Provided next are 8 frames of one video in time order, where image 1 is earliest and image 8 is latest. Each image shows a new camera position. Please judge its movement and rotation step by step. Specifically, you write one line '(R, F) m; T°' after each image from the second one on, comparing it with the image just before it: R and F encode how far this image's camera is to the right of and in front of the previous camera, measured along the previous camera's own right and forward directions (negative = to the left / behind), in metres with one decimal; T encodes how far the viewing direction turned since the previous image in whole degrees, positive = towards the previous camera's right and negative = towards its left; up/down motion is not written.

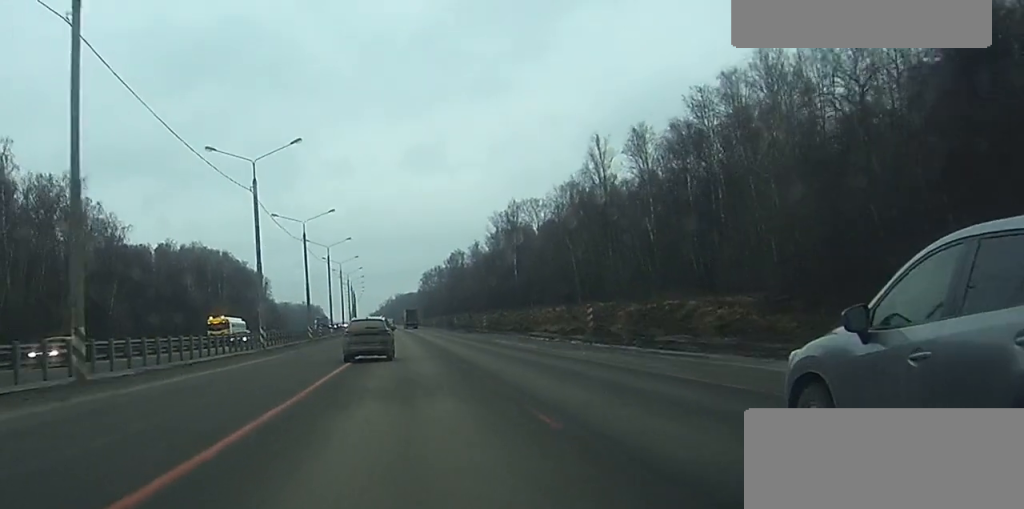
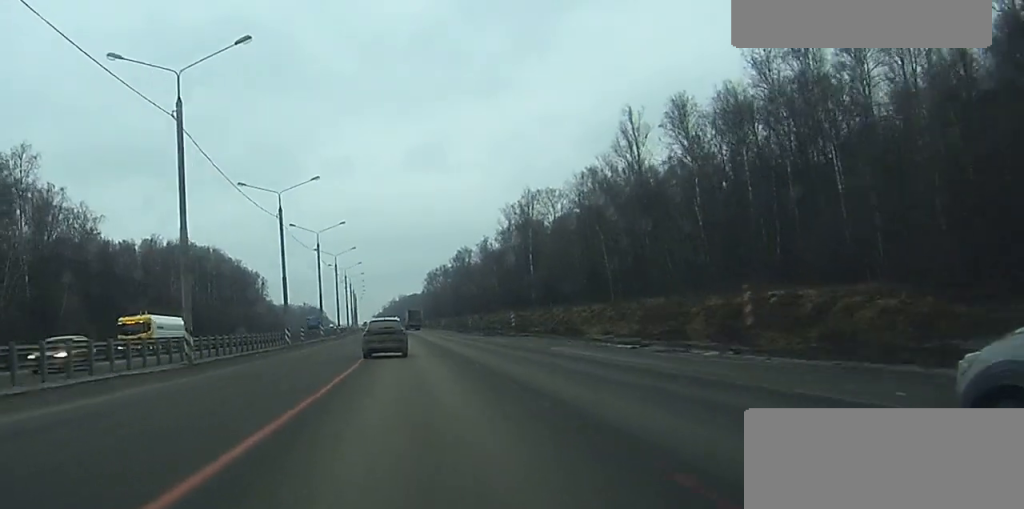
(0.0, +20.6) m; 0°
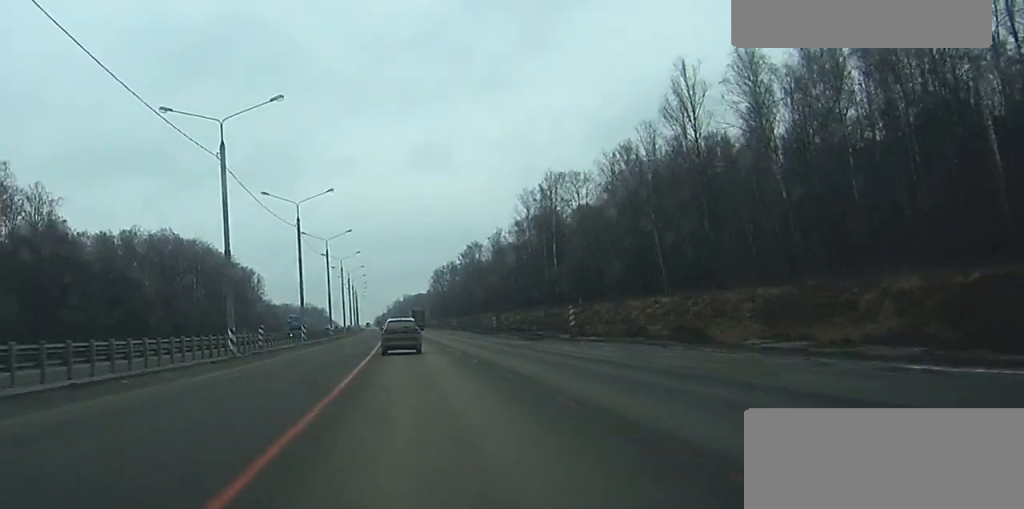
(+0.2, +24.5) m; 0°
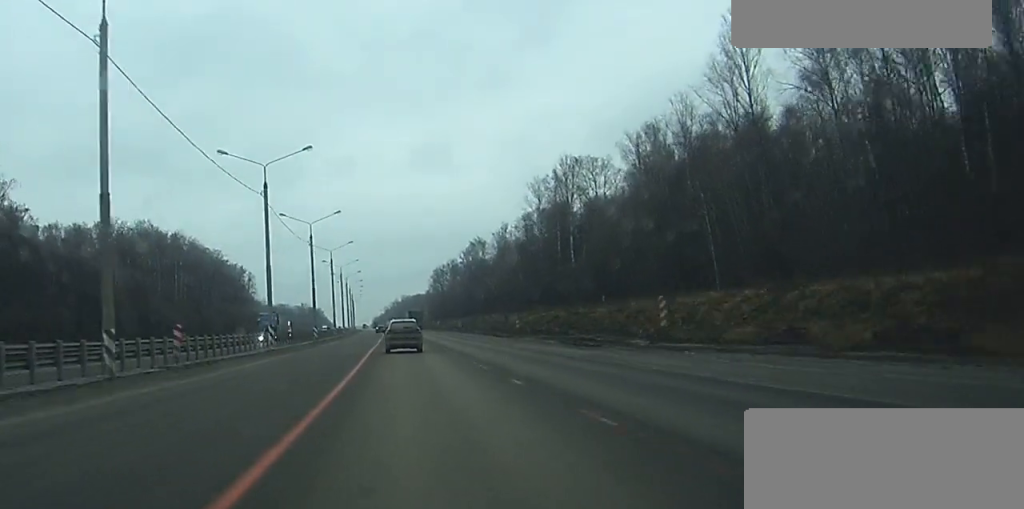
(+0.1, +18.6) m; 0°
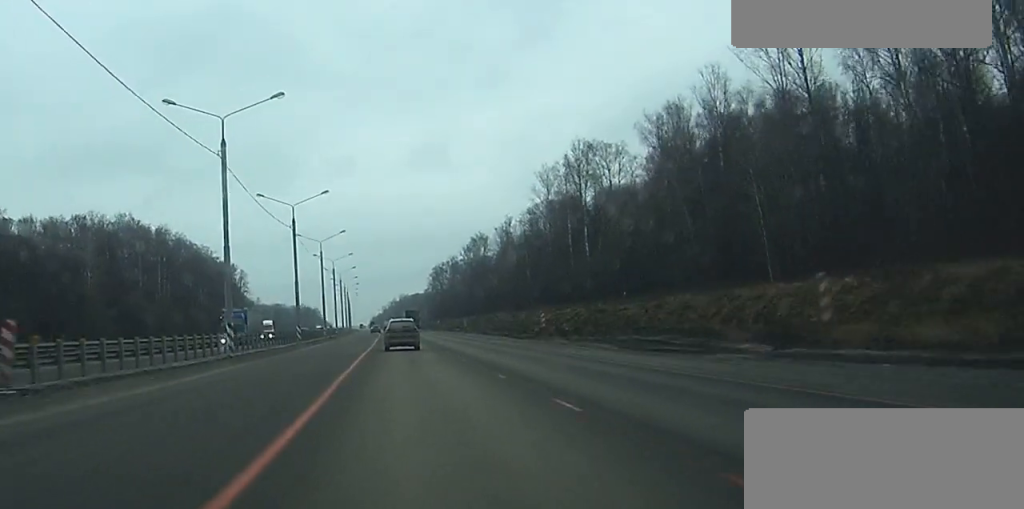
(-0.1, +13.7) m; 0°
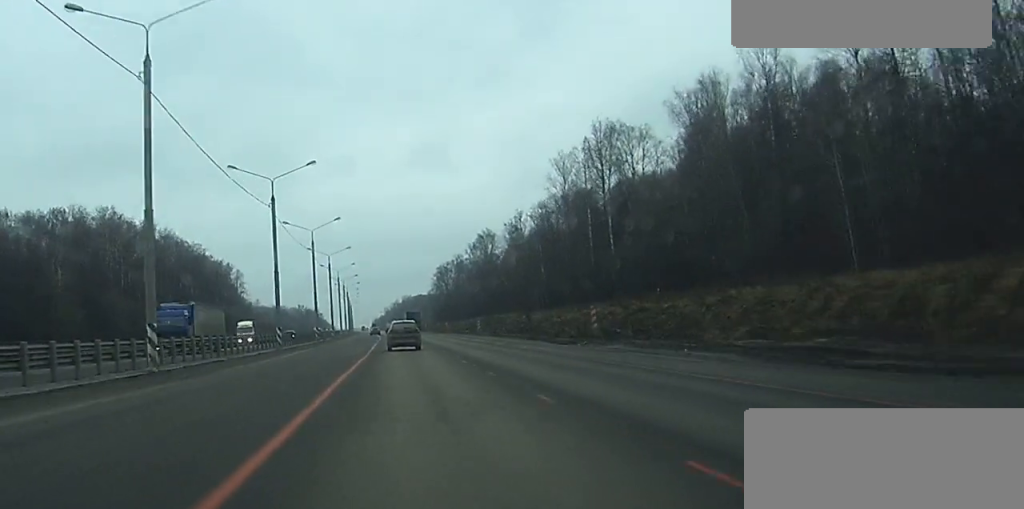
(0.0, +14.6) m; 0°
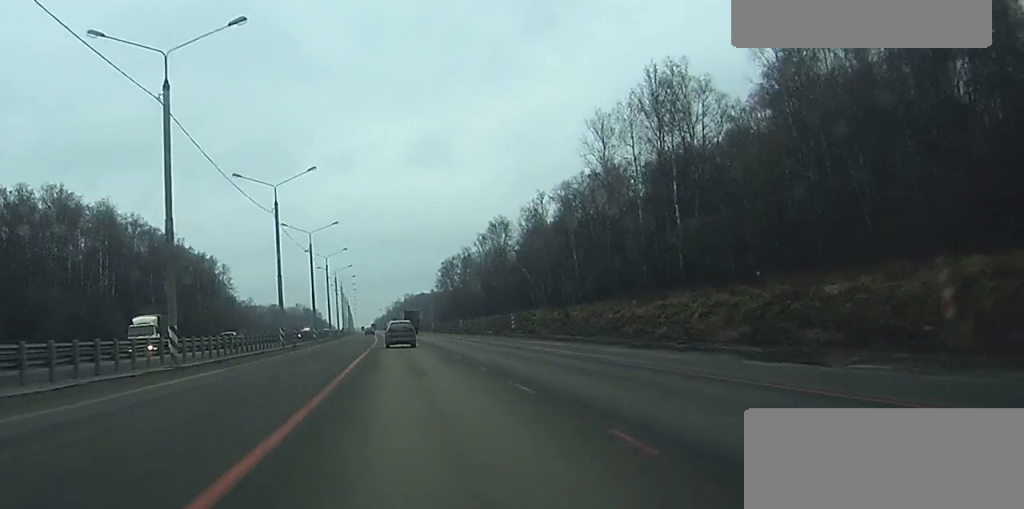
(+0.1, +30.0) m; 0°
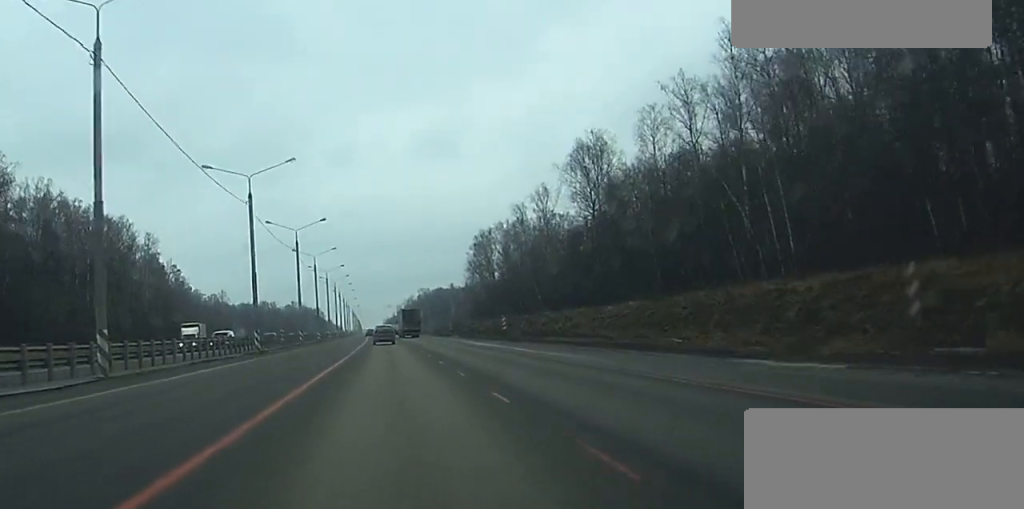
(-1.0, +104.6) m; -2°
